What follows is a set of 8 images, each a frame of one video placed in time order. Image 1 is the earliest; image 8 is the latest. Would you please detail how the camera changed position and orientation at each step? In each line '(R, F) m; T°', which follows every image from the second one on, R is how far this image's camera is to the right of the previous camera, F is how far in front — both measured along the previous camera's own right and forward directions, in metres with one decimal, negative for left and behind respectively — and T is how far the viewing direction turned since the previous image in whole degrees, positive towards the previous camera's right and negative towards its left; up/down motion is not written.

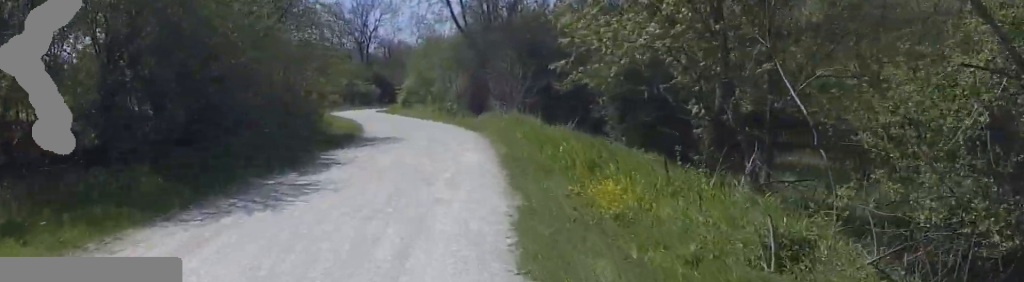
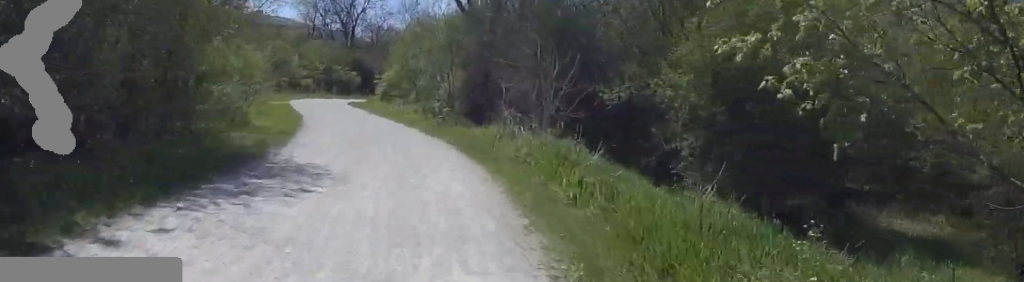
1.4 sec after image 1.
(-1.3, +7.3) m; -13°
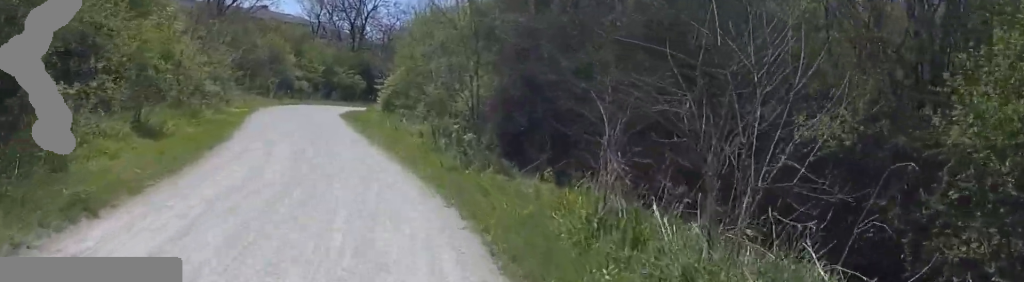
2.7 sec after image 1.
(-0.2, +7.5) m; -1°
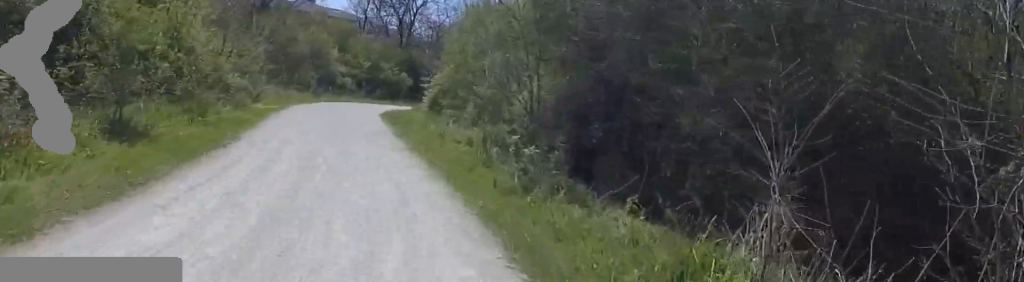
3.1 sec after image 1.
(0.0, +2.3) m; 0°
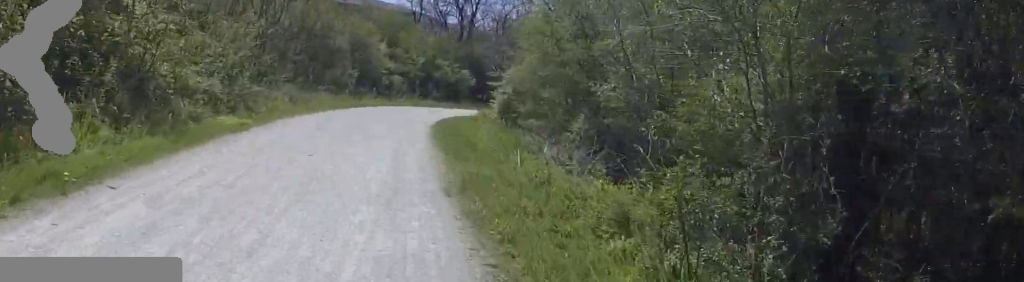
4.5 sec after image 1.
(0.0, +7.4) m; 0°
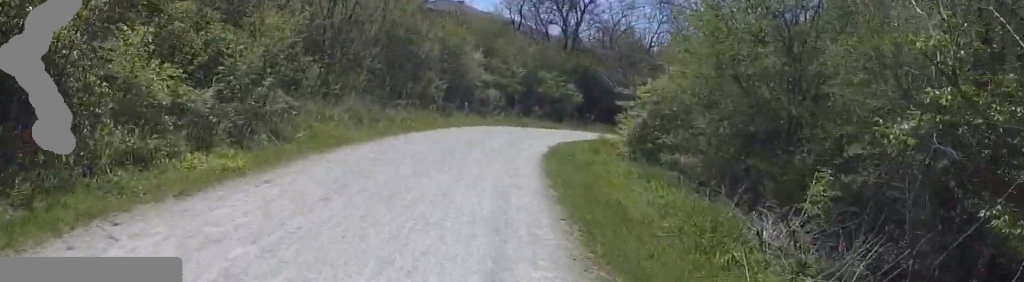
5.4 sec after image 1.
(0.0, +4.7) m; 0°
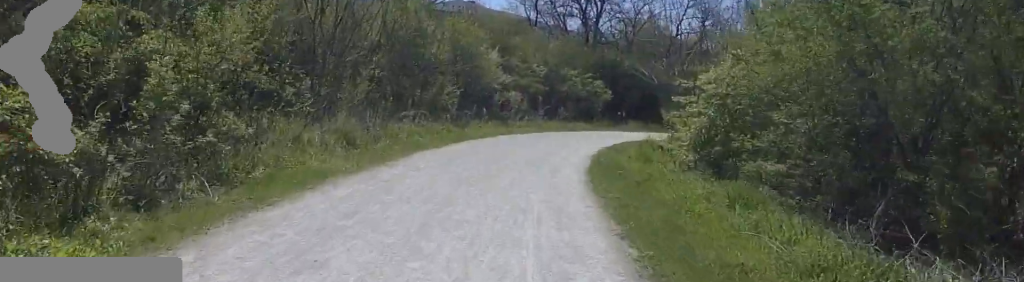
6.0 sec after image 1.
(0.0, +3.0) m; 0°
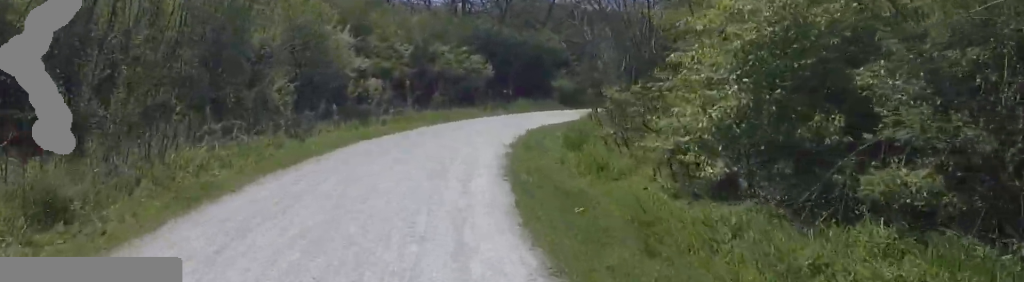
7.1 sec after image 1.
(0.0, +5.6) m; 0°
